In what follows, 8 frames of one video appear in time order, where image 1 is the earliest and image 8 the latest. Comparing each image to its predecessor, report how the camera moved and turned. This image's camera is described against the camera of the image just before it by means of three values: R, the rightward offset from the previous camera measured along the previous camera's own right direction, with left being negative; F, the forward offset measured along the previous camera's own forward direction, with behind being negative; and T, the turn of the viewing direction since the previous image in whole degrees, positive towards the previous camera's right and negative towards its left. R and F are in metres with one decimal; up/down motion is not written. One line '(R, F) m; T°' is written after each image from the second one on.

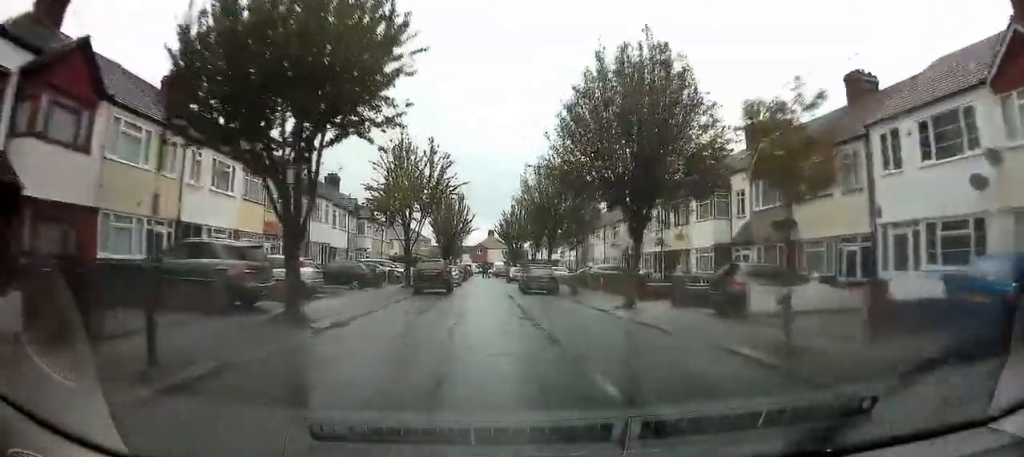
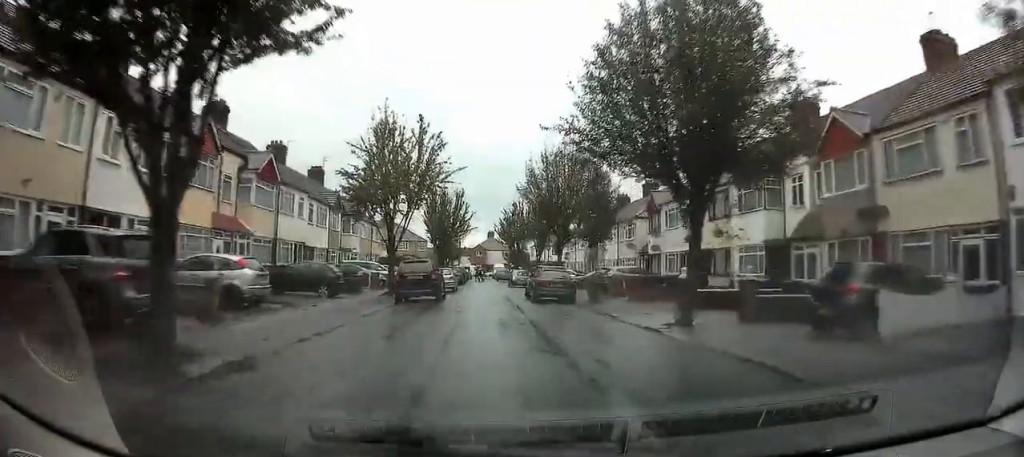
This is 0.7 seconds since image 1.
(-0.1, +5.7) m; -1°
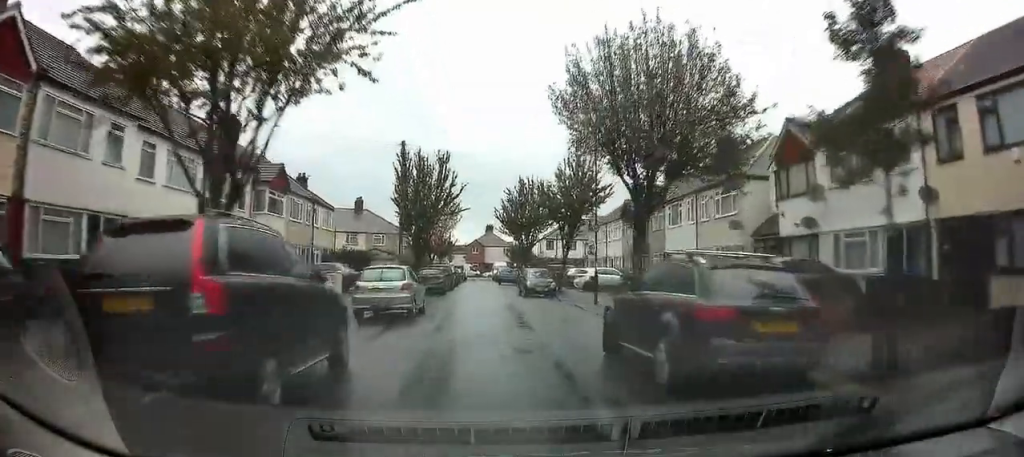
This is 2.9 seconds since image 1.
(-0.2, +19.0) m; 0°
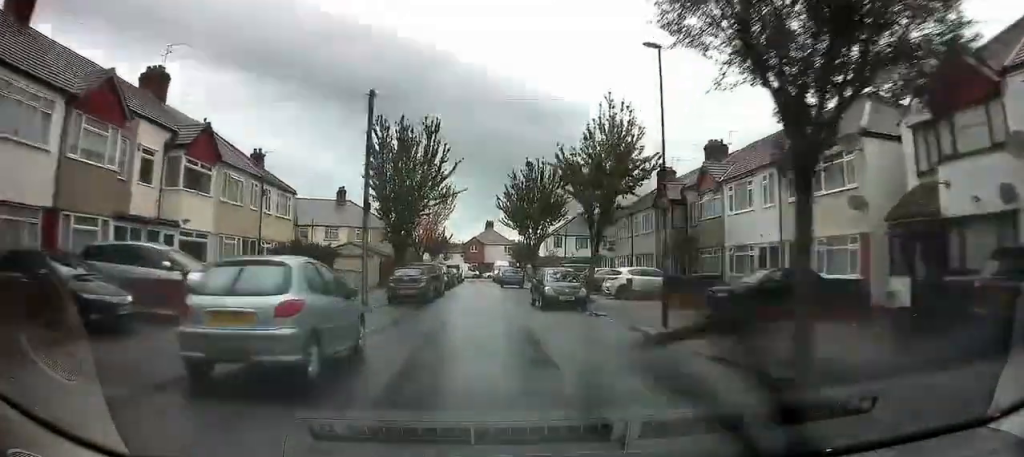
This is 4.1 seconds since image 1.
(+0.2, +9.3) m; +2°
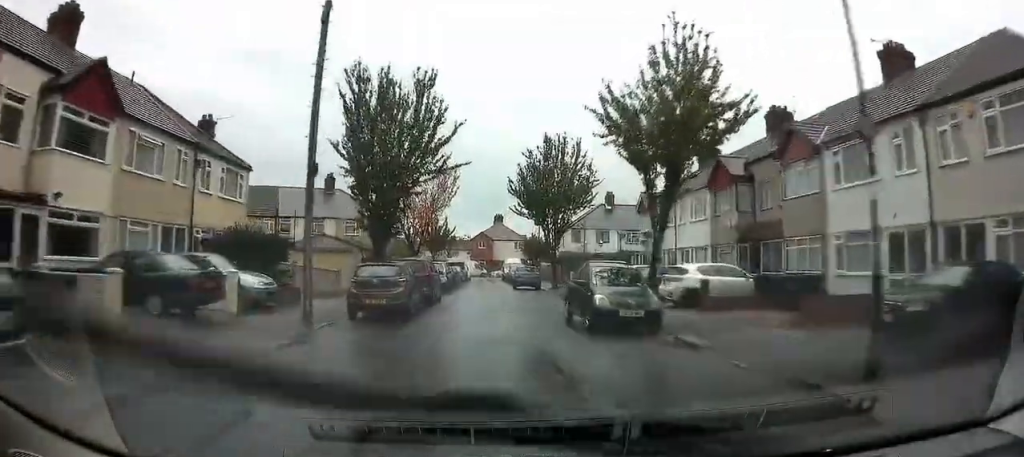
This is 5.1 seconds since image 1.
(+0.1, +8.1) m; -2°
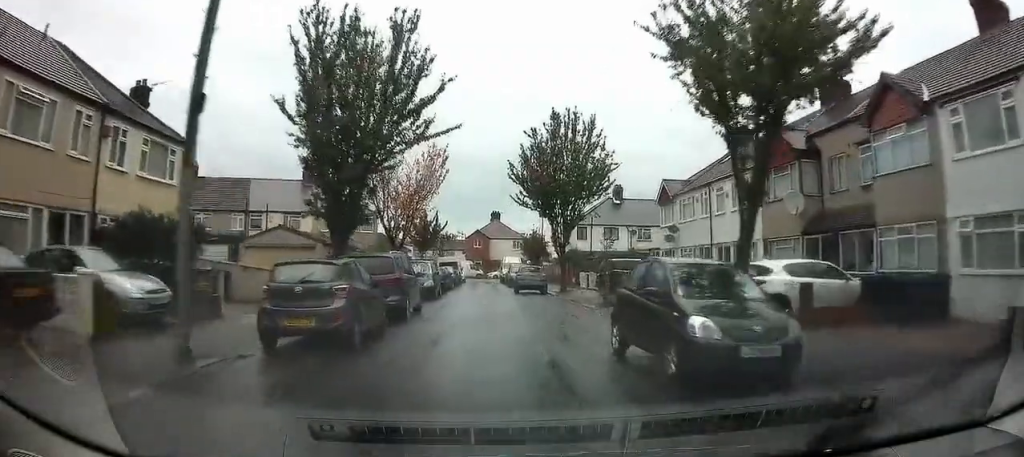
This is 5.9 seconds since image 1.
(-0.3, +5.9) m; -1°
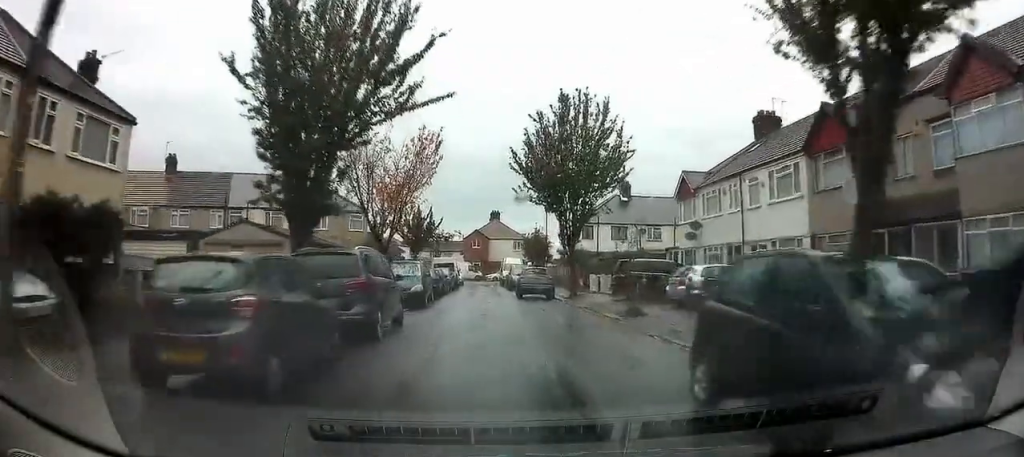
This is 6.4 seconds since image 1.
(+0.2, +3.6) m; +2°
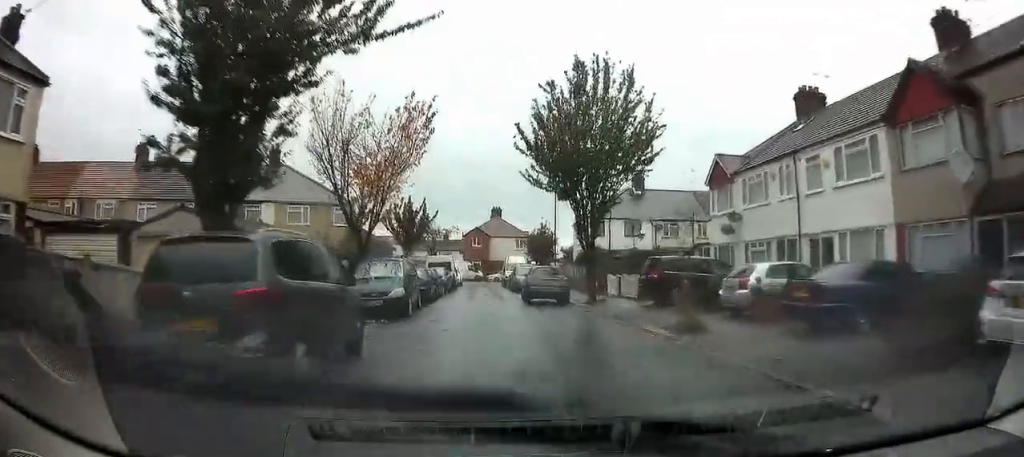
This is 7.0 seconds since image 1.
(+0.1, +4.6) m; +1°
